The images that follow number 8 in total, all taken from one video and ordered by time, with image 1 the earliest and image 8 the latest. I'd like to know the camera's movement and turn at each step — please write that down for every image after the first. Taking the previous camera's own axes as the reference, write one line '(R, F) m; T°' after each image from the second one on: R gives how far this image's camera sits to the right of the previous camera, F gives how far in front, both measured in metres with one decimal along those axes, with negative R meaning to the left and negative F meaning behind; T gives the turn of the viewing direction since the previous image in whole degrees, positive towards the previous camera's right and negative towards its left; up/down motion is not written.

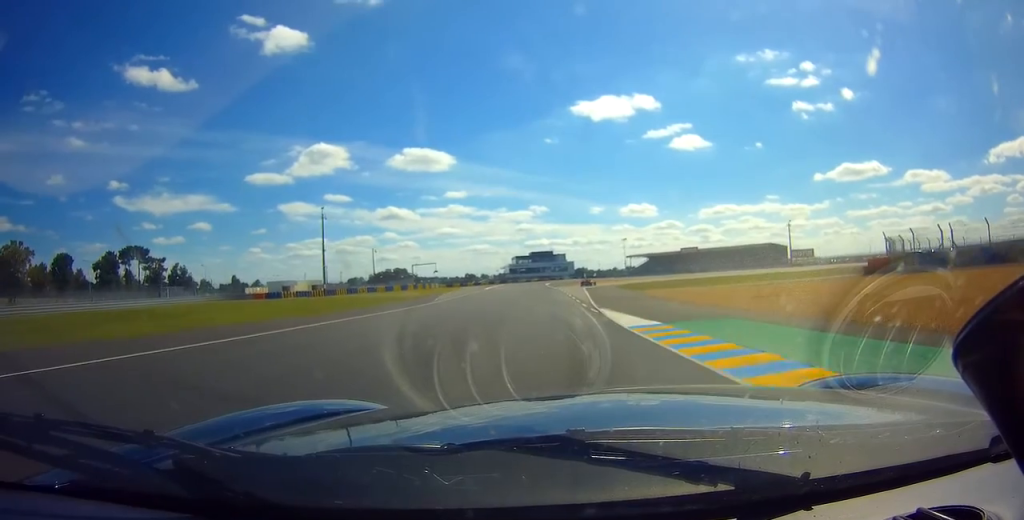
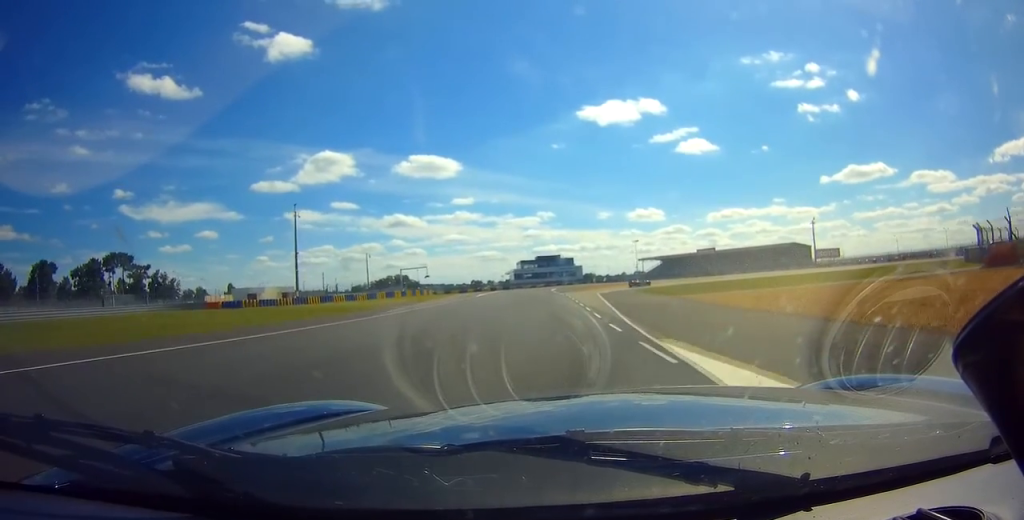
(-0.1, +15.6) m; 0°
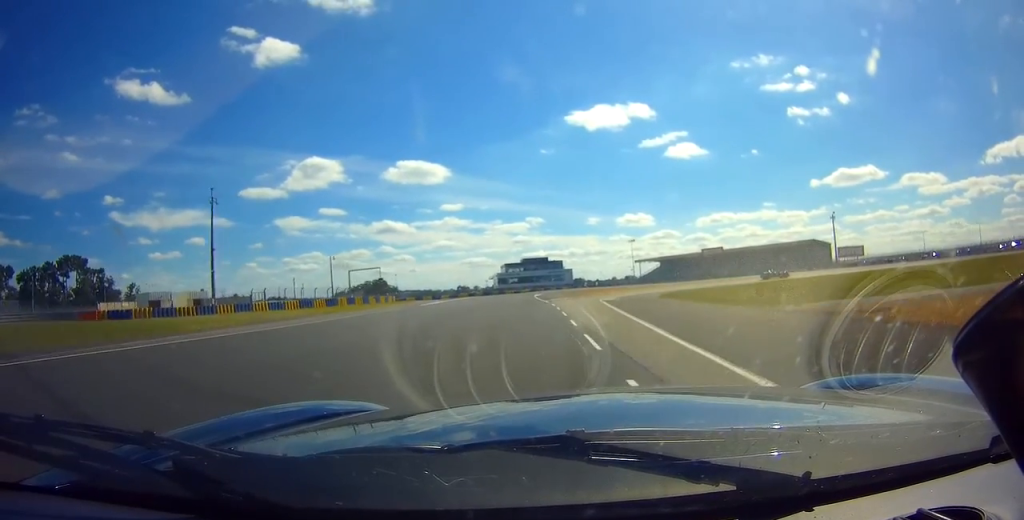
(+0.3, +23.5) m; +1°
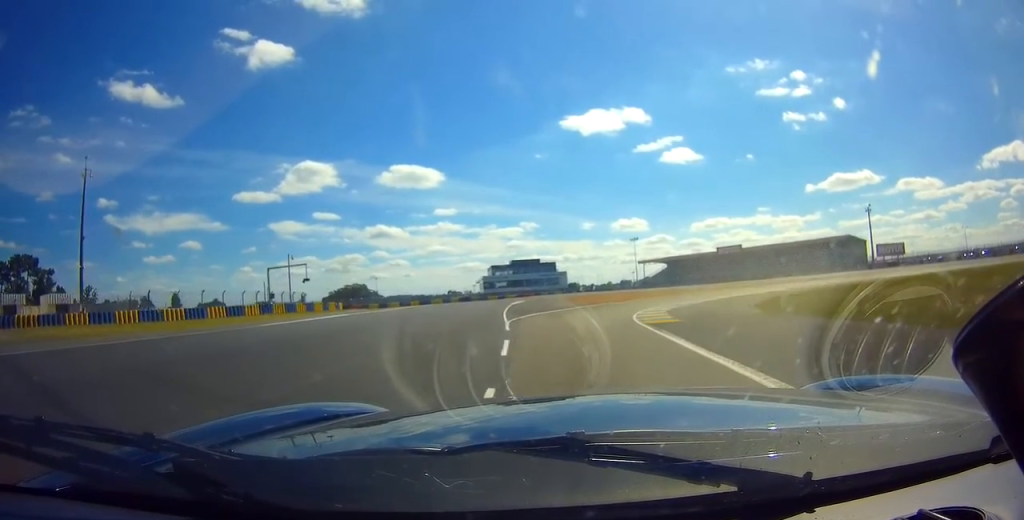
(+0.4, +24.7) m; +5°
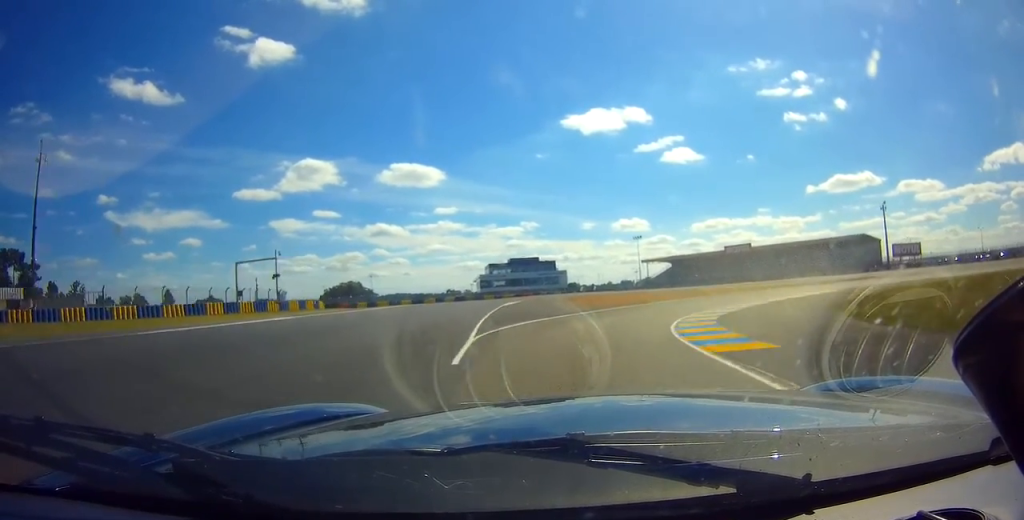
(-0.2, +7.5) m; +5°
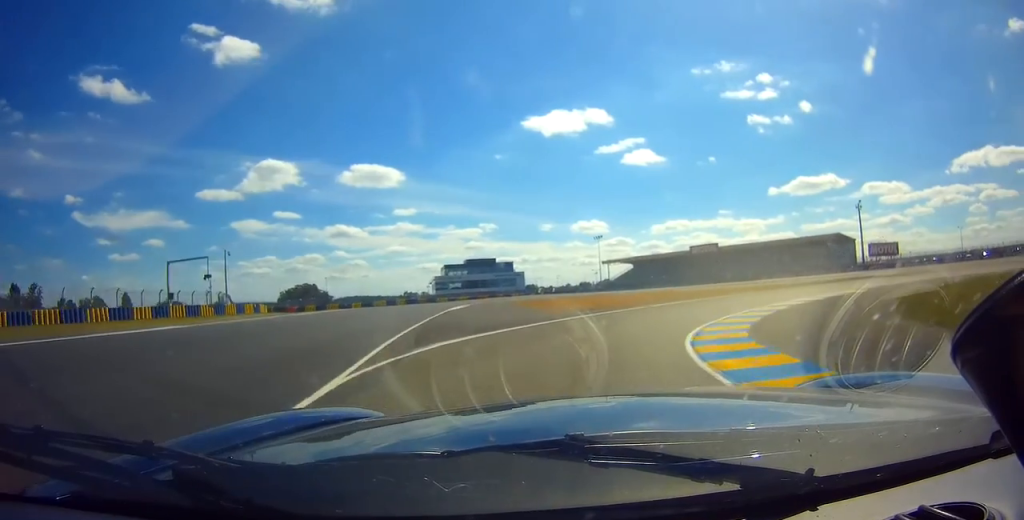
(+0.5, +5.6) m; +10°
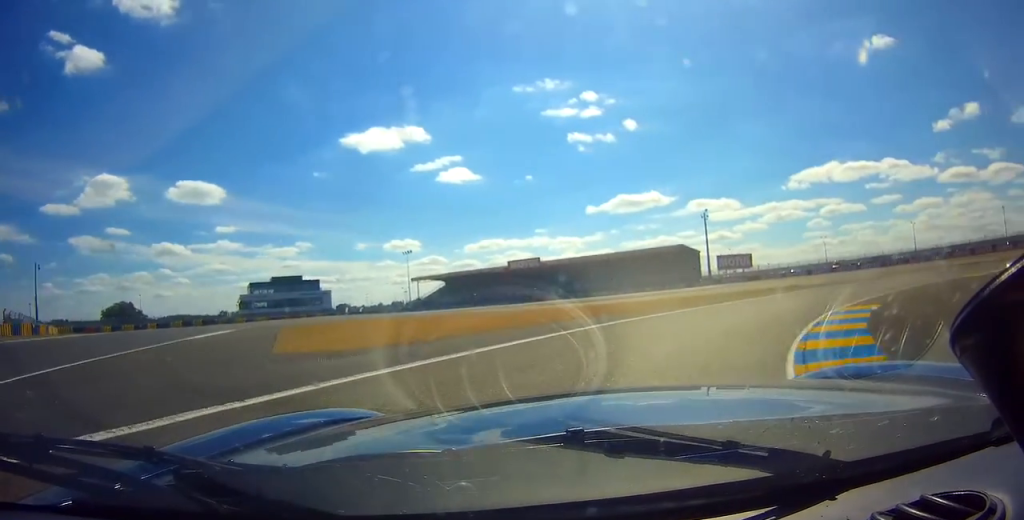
(+2.4, +11.6) m; +27°
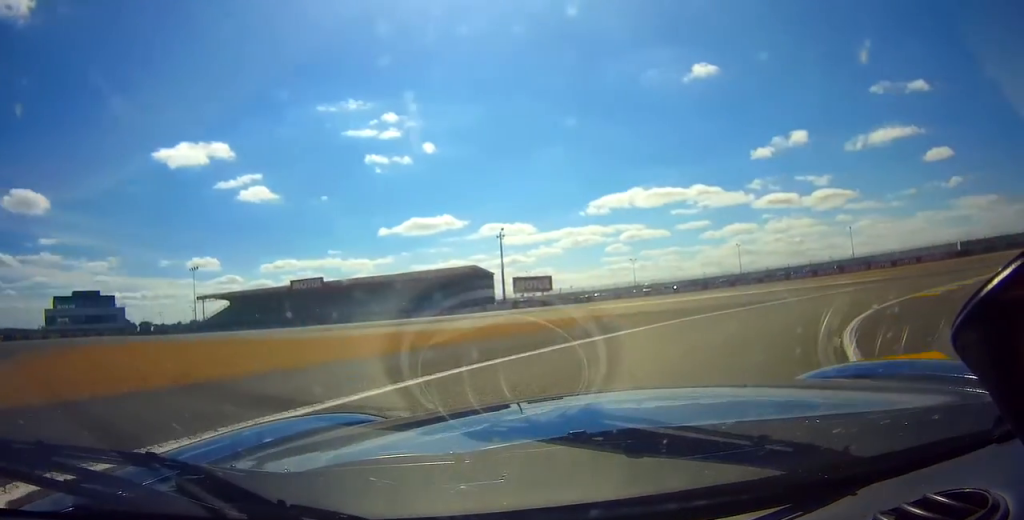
(+1.4, +7.6) m; +21°
